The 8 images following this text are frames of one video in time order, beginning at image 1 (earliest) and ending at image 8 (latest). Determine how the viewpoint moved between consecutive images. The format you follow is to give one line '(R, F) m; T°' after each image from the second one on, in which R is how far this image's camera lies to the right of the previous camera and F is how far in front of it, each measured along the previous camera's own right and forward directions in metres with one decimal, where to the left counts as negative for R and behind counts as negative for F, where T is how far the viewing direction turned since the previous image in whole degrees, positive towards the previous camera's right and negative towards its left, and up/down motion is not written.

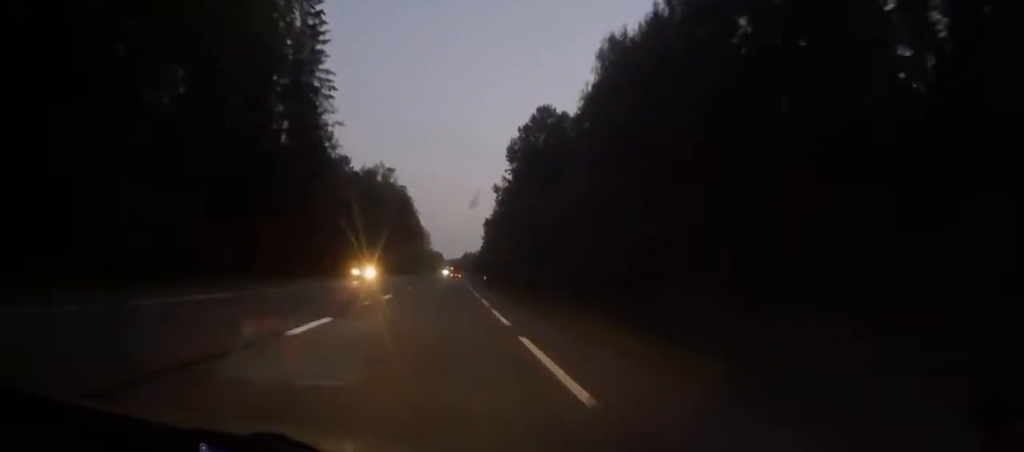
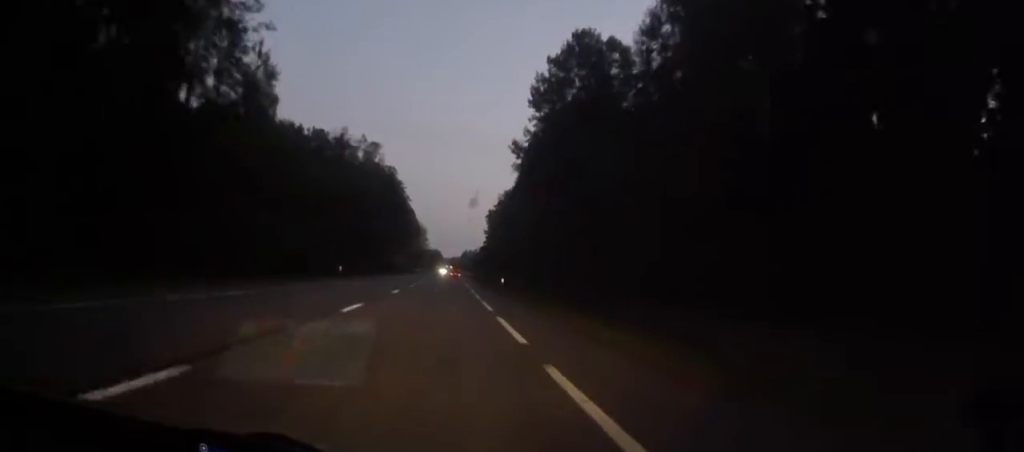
(0.0, +30.7) m; 0°
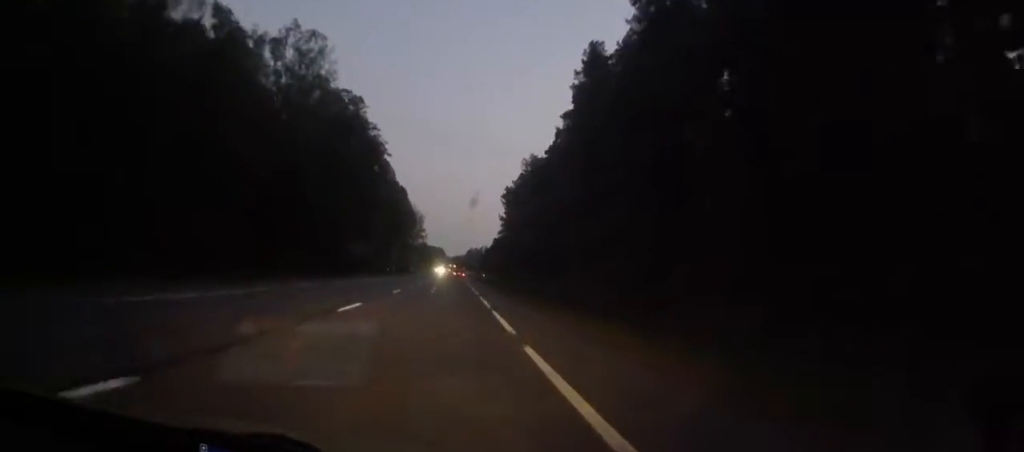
(-0.7, +60.9) m; -1°
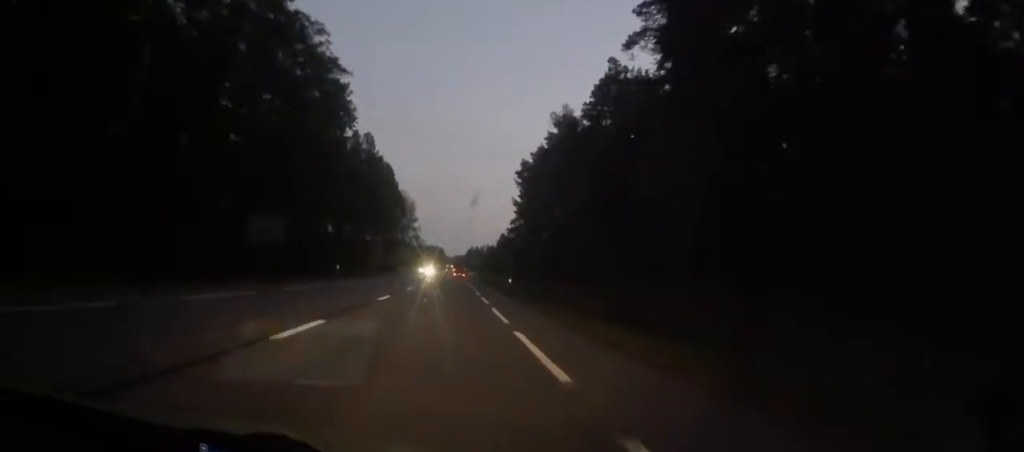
(-0.3, +41.9) m; 0°
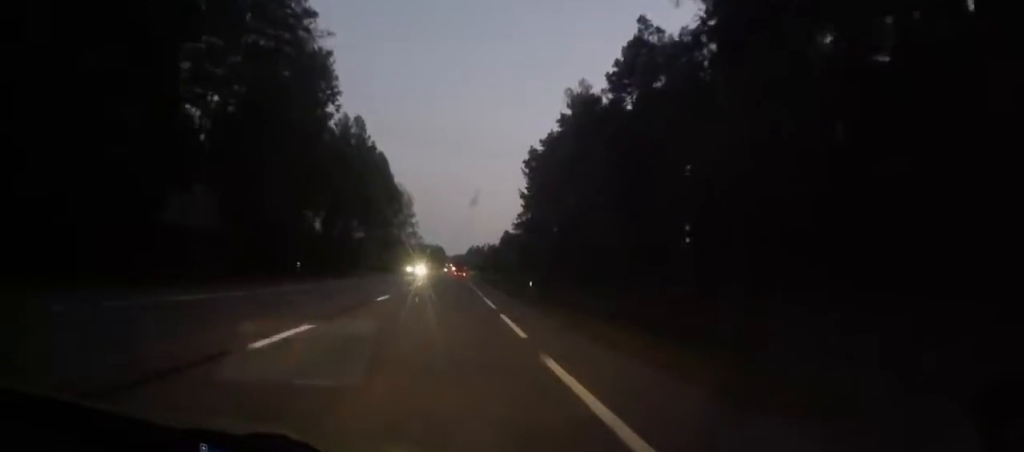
(+0.1, +12.9) m; 0°
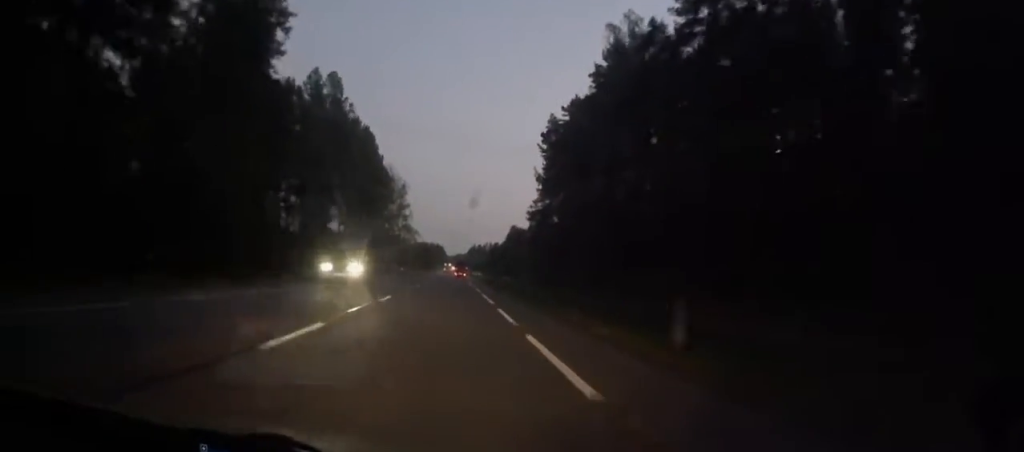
(+0.1, +23.9) m; 0°
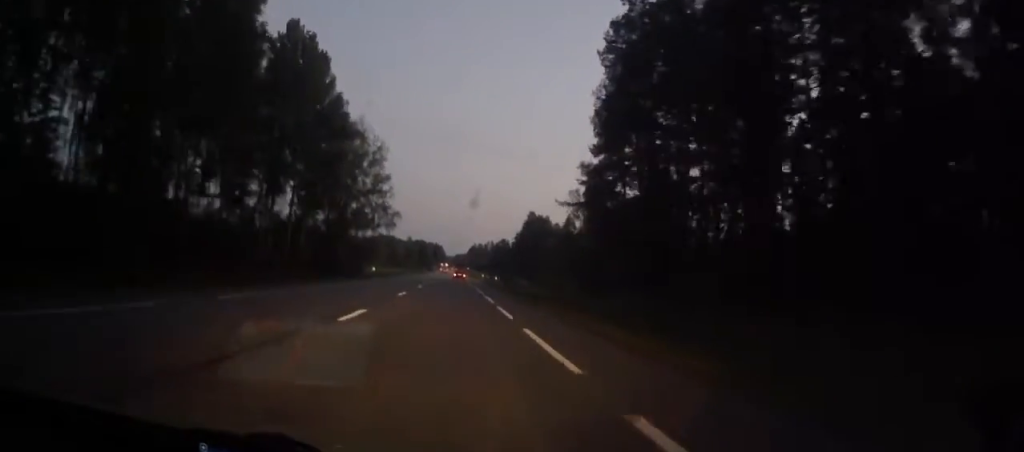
(0.0, +43.8) m; 0°
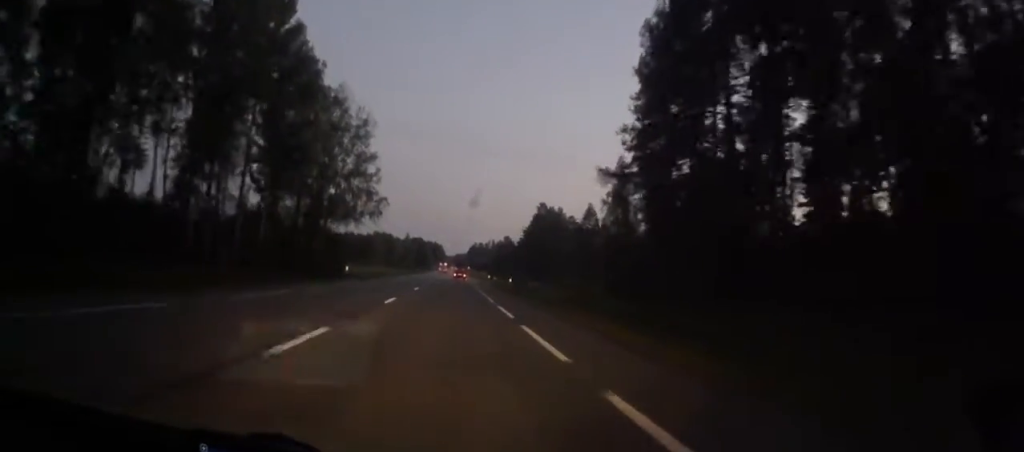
(+0.1, +16.9) m; 0°
